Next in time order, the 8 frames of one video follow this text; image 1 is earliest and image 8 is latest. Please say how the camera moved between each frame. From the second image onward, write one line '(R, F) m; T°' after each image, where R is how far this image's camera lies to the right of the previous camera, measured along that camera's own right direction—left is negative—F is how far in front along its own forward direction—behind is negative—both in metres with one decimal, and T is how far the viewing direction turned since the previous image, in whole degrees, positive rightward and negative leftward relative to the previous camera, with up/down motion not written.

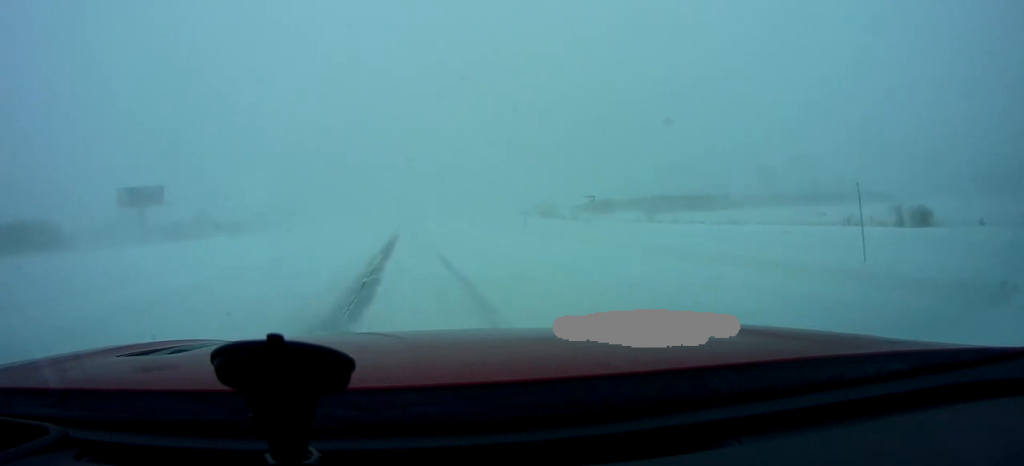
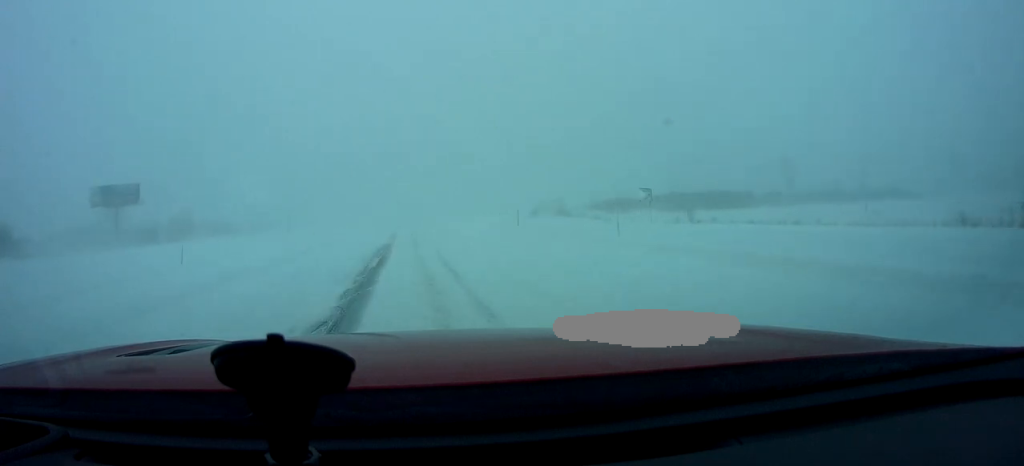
(+0.3, +13.6) m; +1°
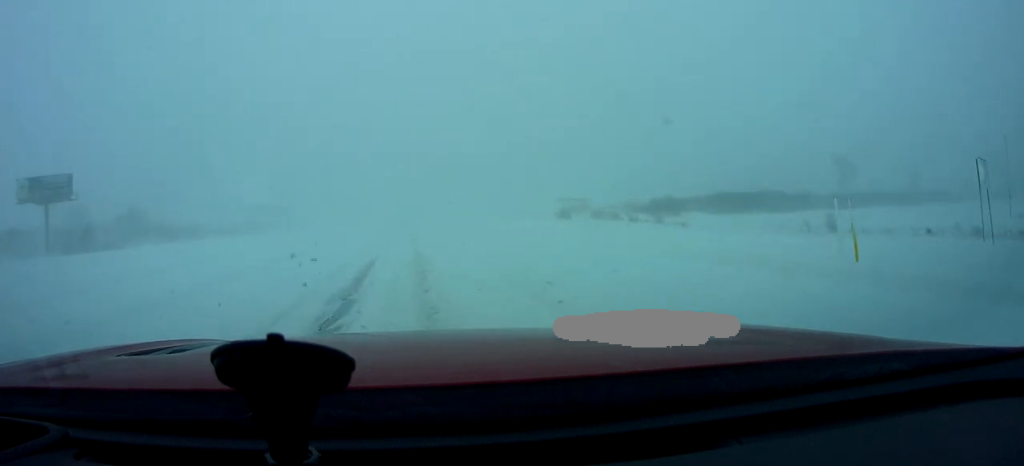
(-0.4, +29.0) m; 0°
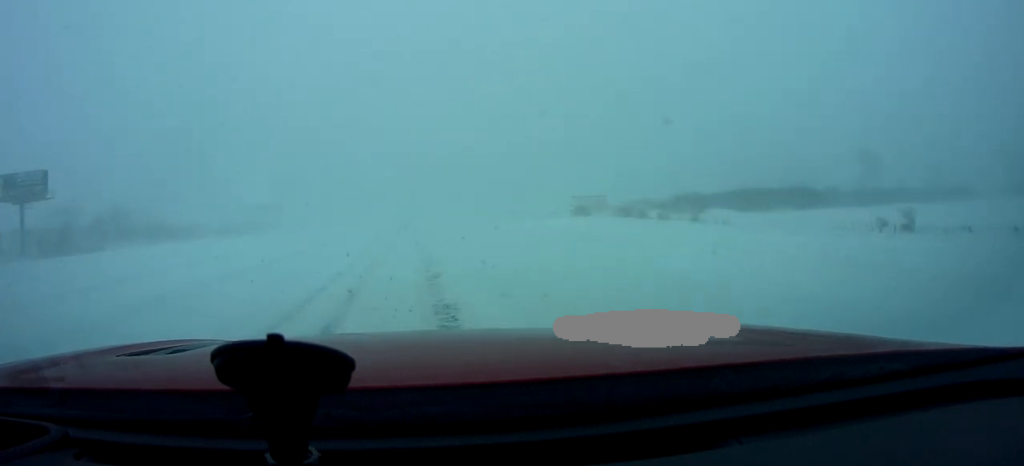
(+0.3, +9.4) m; 0°
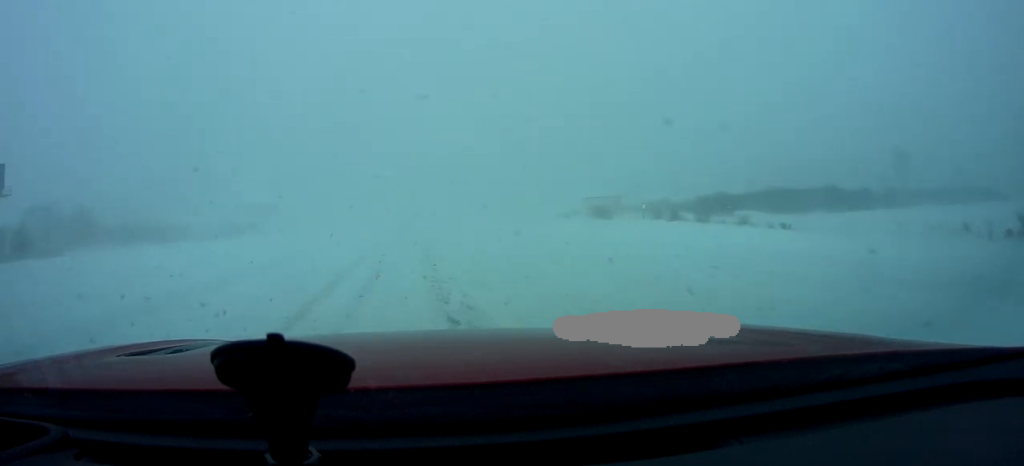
(+0.1, +12.1) m; -1°
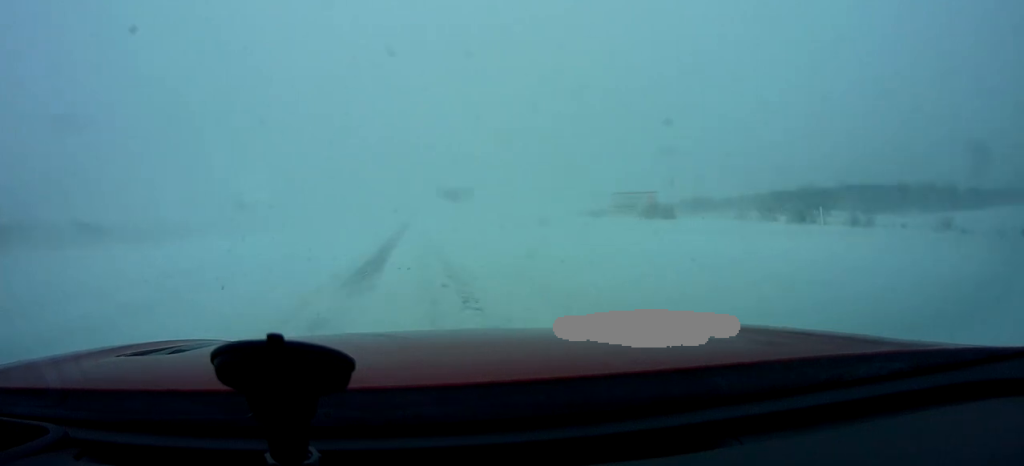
(-1.2, +31.8) m; -1°
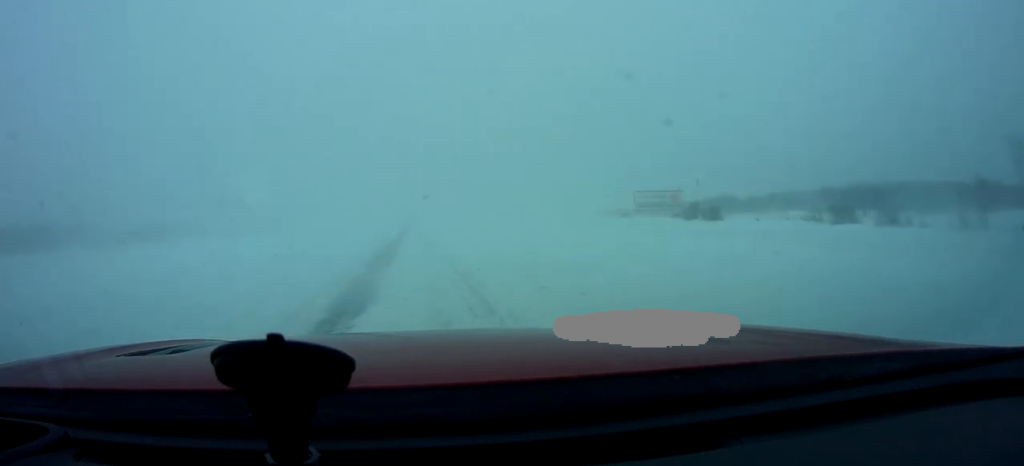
(+0.5, +13.2) m; +1°
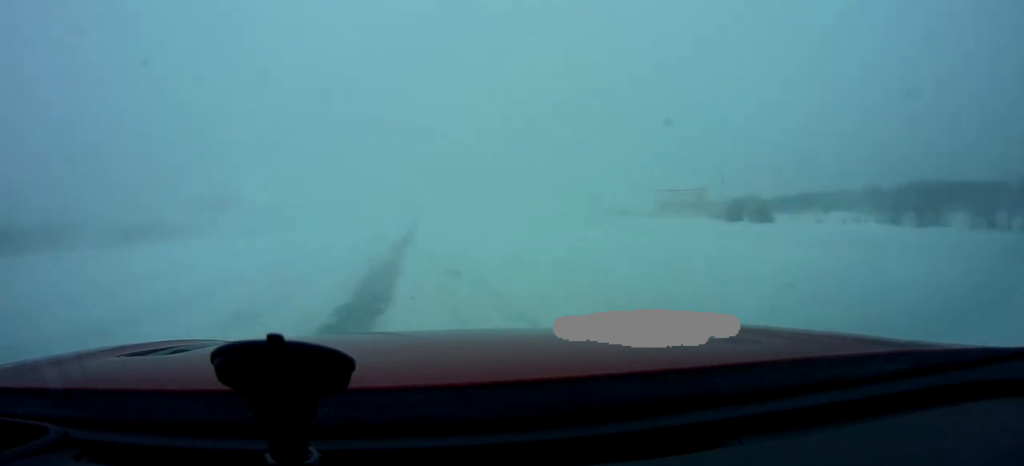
(-0.2, +10.6) m; 0°
